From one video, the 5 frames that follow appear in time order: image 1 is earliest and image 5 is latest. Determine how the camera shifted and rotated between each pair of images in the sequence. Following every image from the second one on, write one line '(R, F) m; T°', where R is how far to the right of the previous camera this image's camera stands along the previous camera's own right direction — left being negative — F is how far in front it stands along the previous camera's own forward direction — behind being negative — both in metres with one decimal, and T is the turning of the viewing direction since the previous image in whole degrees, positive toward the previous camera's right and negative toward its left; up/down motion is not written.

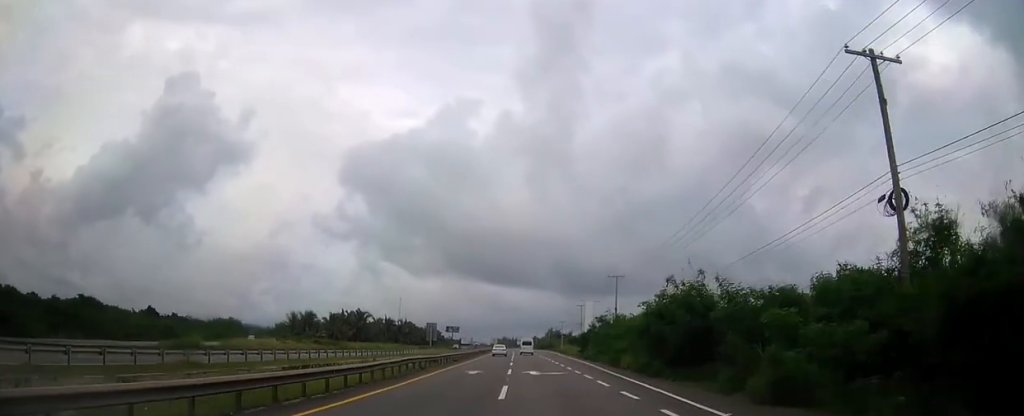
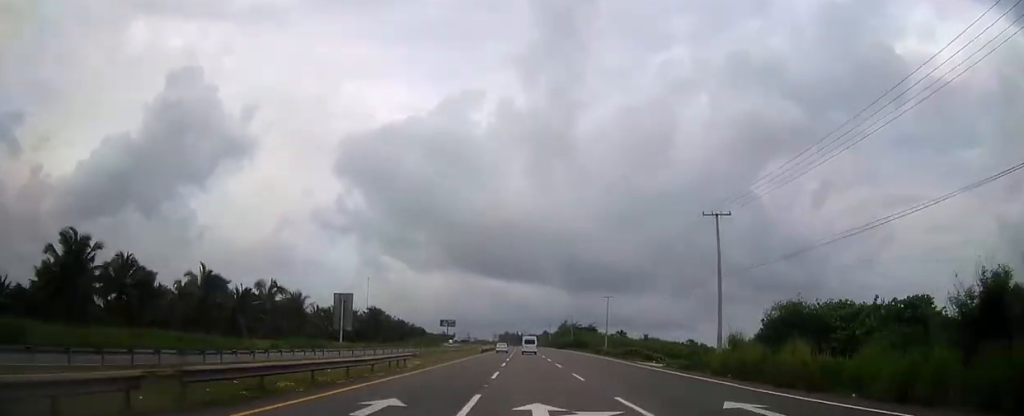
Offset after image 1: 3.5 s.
(-1.0, +103.8) m; -1°
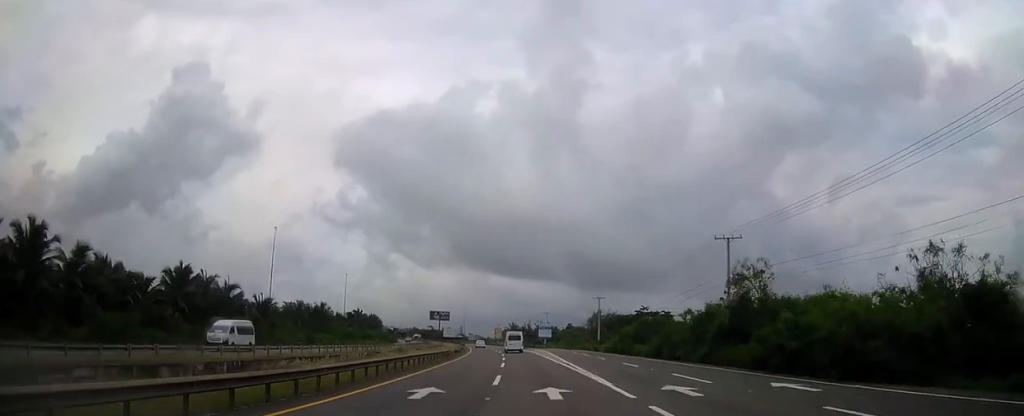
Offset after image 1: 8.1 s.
(-1.5, +137.3) m; -2°
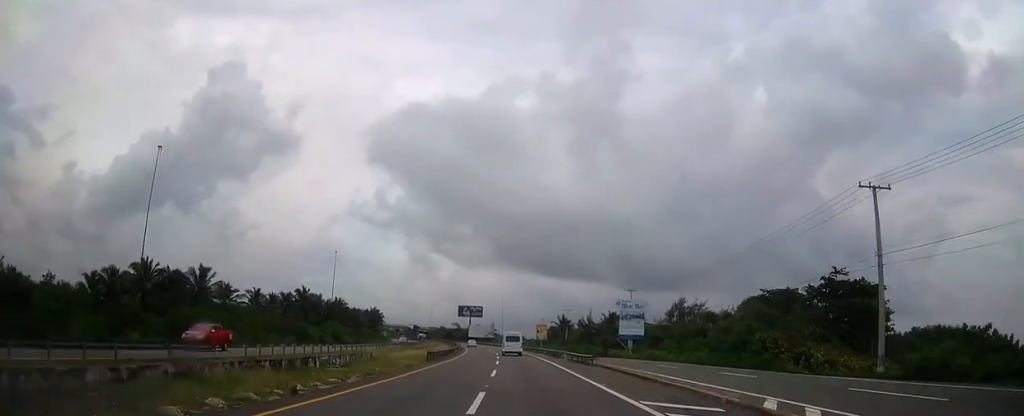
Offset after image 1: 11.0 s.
(-2.3, +86.5) m; -4°
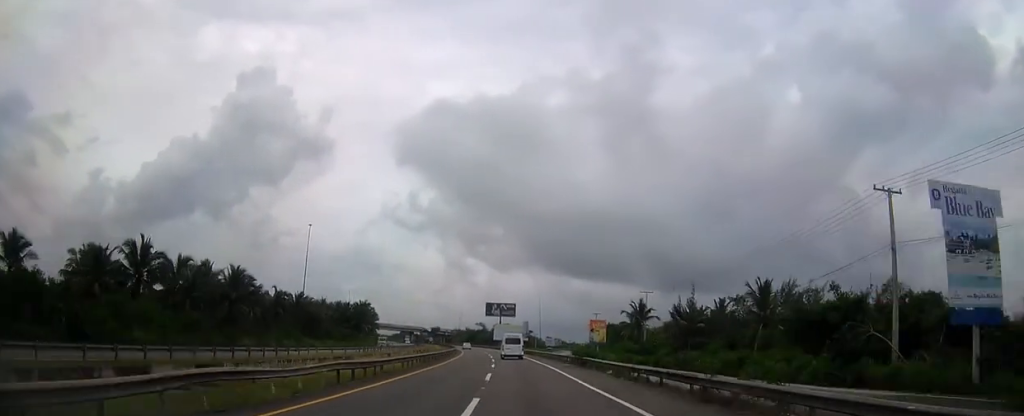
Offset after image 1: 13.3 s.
(-2.2, +68.6) m; -4°
